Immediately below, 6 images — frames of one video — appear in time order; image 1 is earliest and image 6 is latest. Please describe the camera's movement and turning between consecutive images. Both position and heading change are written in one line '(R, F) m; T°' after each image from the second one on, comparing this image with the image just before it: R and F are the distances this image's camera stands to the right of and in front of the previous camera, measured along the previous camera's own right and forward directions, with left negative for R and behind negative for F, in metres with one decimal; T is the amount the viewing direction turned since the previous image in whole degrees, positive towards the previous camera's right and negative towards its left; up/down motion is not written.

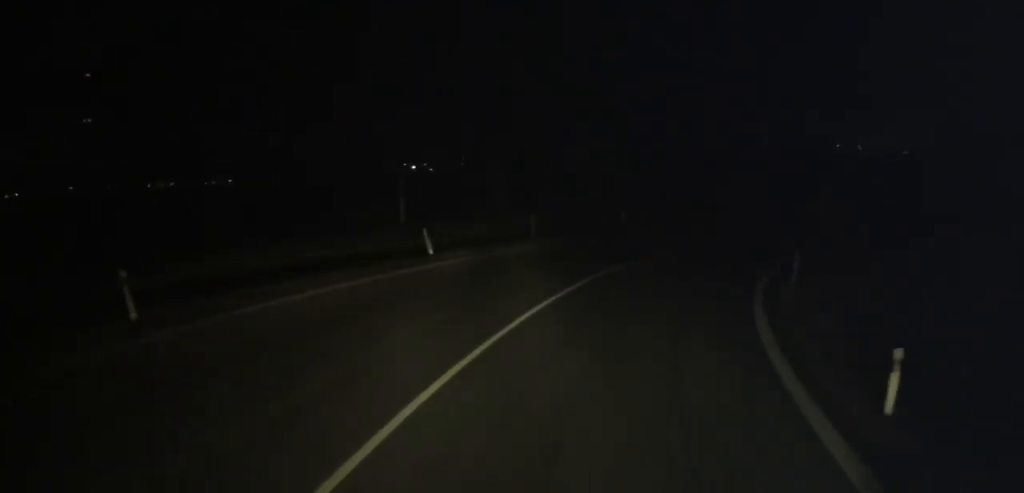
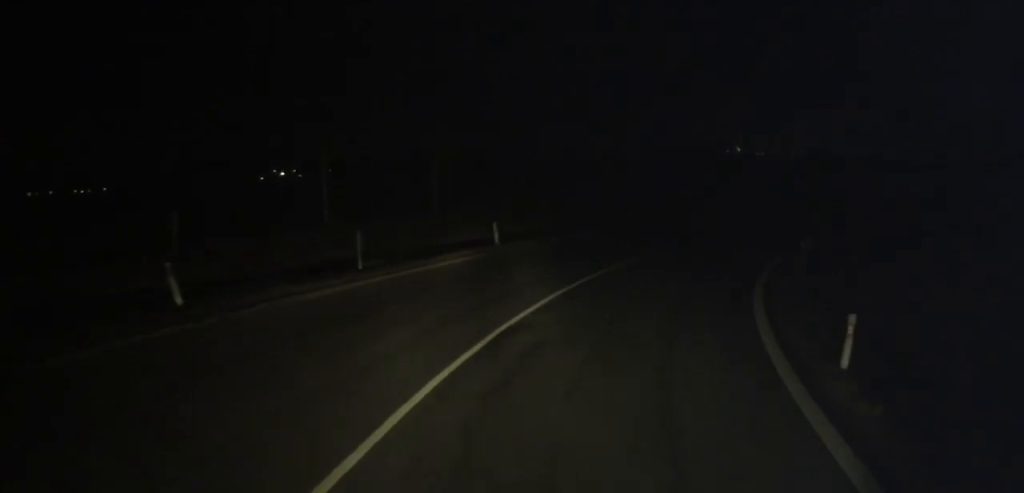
(+1.4, +9.9) m; +14°
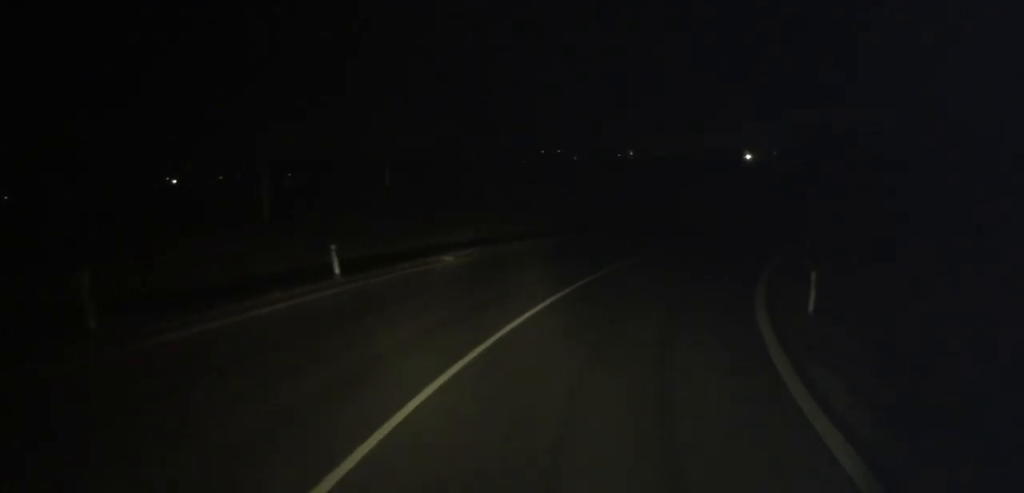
(+0.7, +8.2) m; +9°
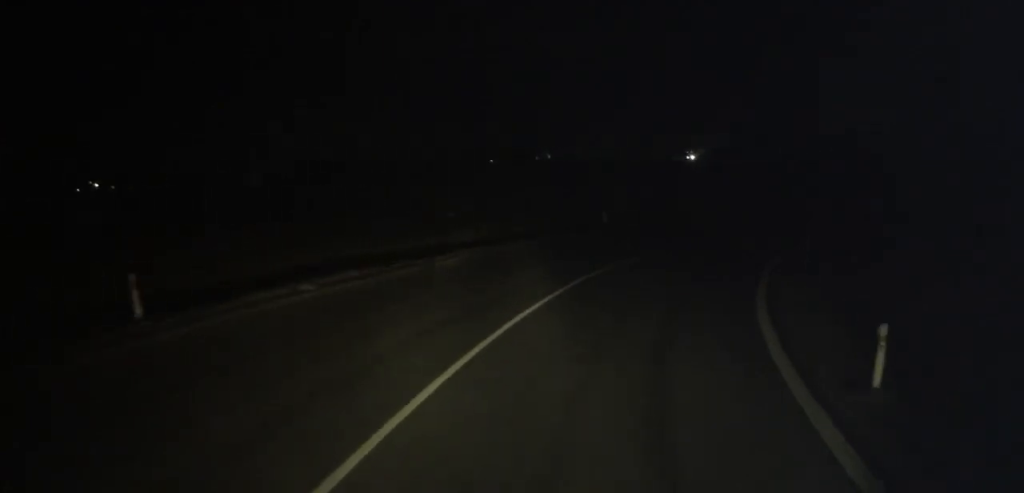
(+0.4, +6.0) m; +6°
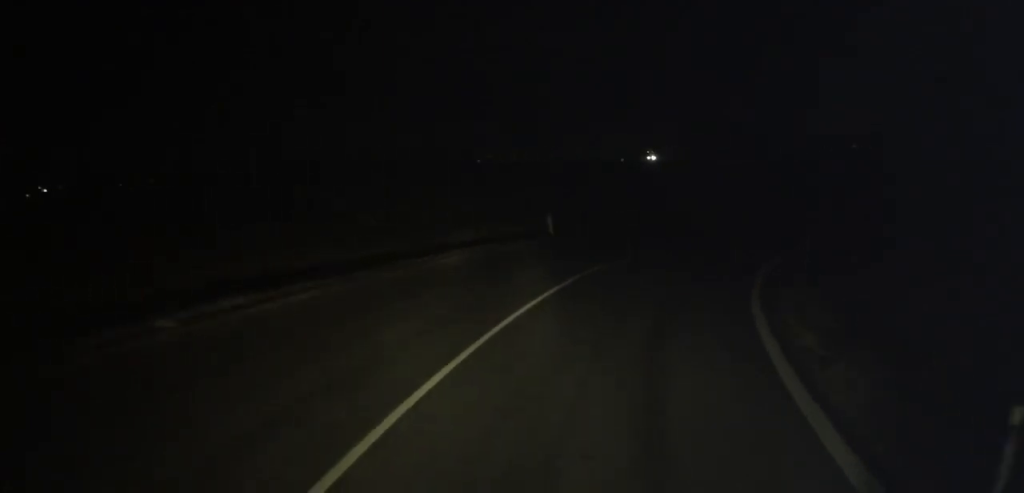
(+0.2, +4.0) m; +6°
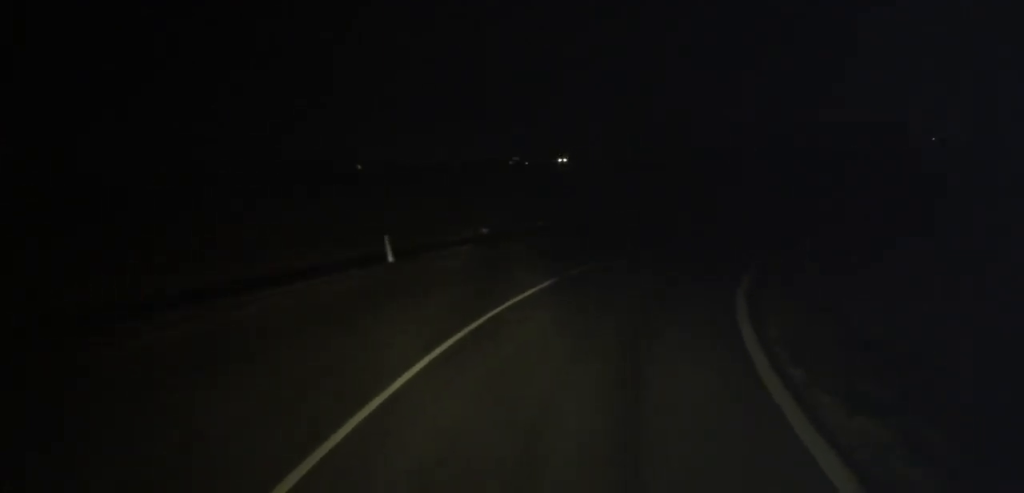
(+1.2, +9.0) m; +14°
